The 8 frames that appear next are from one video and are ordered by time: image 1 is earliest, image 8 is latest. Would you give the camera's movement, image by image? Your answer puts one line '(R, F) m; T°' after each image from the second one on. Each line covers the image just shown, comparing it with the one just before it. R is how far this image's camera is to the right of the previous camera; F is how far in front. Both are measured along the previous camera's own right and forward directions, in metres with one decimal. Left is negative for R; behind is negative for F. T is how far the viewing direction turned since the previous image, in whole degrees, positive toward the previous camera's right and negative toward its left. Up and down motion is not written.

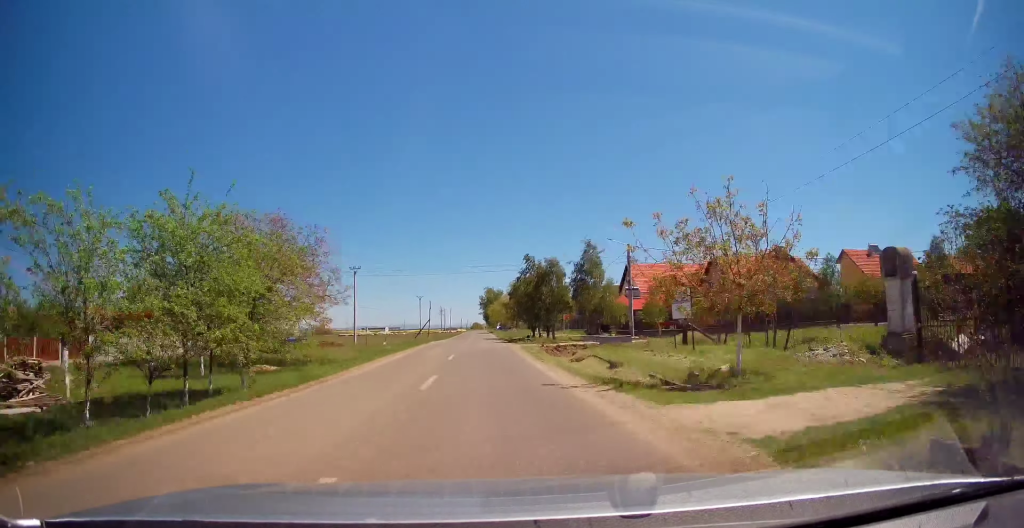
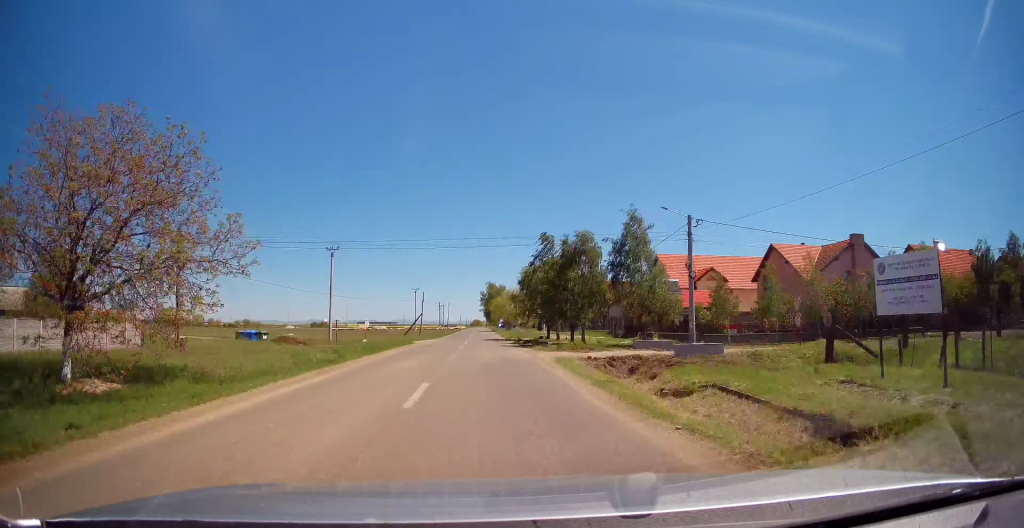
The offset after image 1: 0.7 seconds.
(-0.1, +13.0) m; -1°
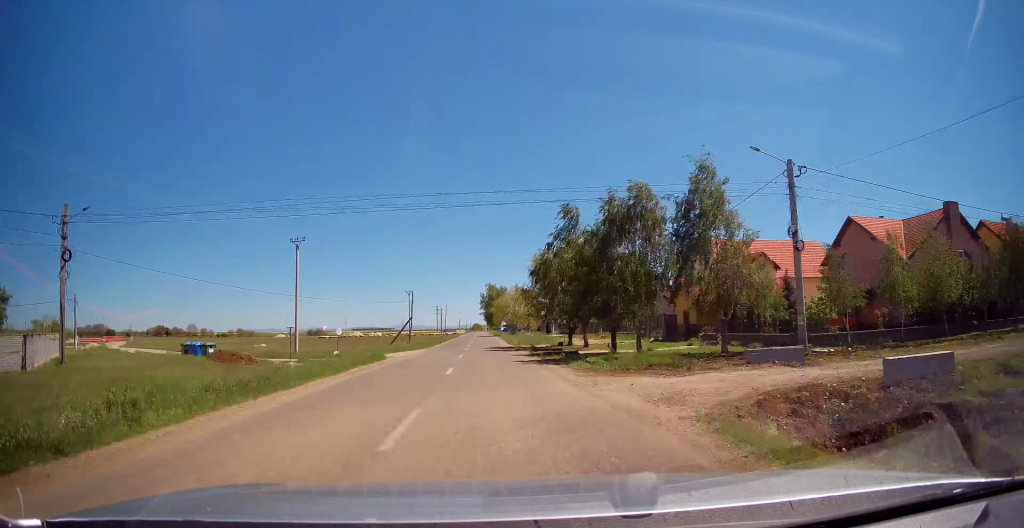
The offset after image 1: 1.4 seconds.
(0.0, +11.8) m; 0°
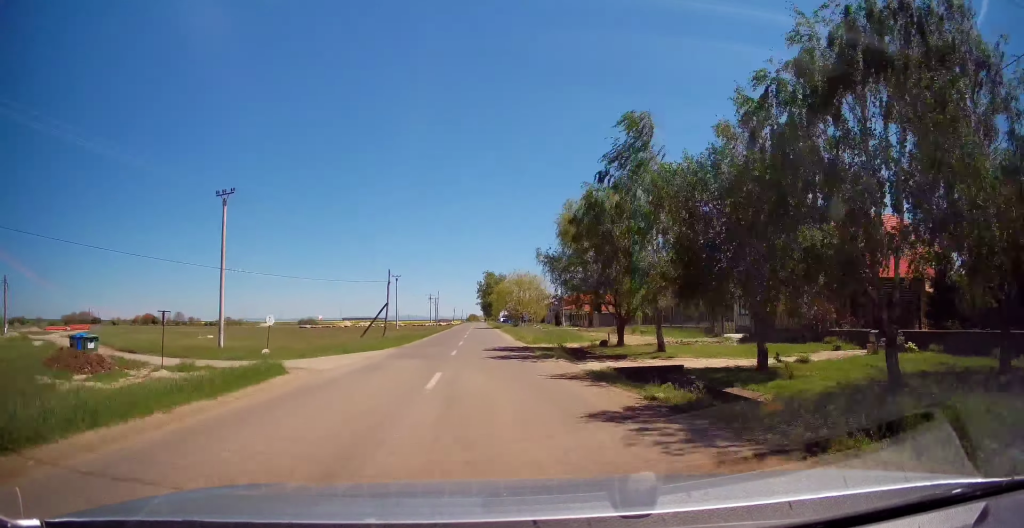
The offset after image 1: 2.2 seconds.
(0.0, +14.9) m; 0°
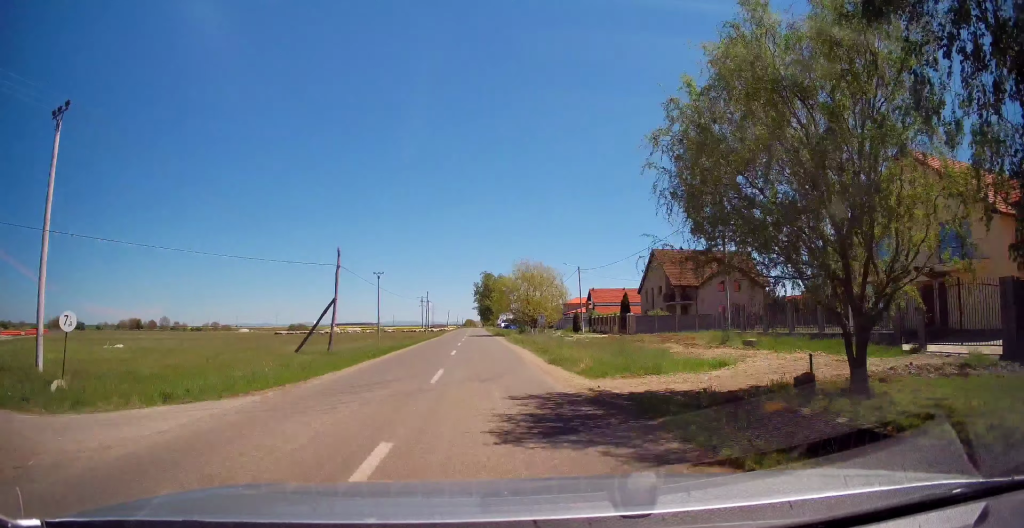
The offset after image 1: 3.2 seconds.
(+0.1, +16.8) m; +2°
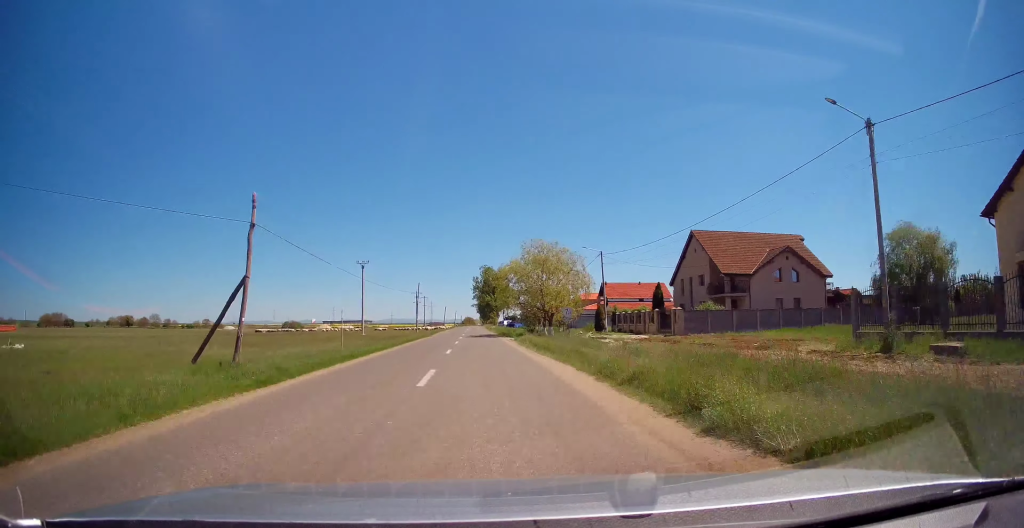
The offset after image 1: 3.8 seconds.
(+0.2, +12.1) m; 0°
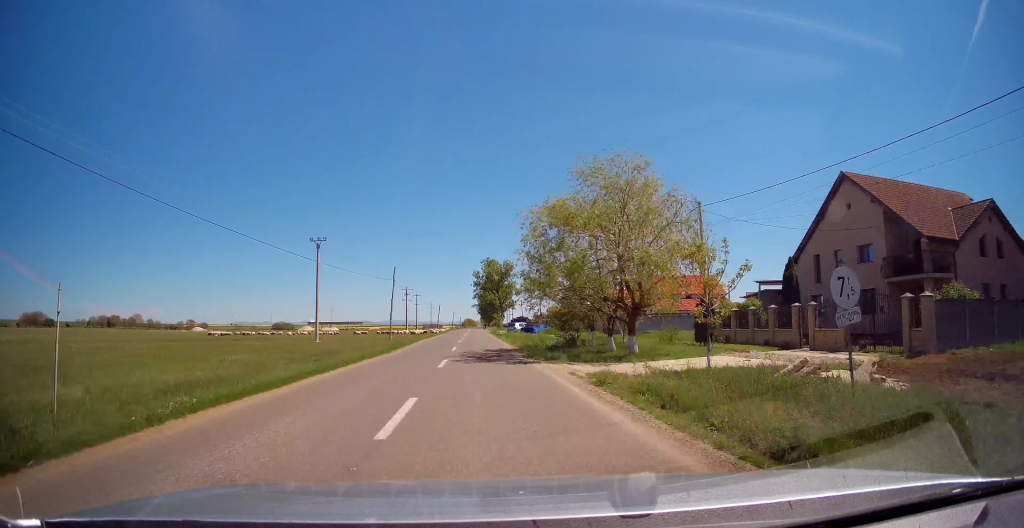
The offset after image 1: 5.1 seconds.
(-0.5, +23.3) m; -1°
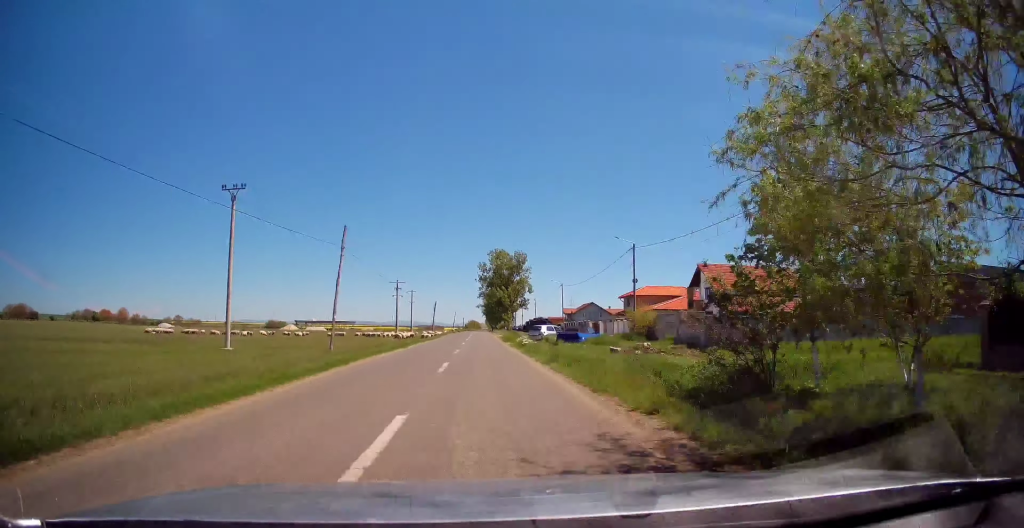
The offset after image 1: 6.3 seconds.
(+0.7, +21.8) m; 0°
